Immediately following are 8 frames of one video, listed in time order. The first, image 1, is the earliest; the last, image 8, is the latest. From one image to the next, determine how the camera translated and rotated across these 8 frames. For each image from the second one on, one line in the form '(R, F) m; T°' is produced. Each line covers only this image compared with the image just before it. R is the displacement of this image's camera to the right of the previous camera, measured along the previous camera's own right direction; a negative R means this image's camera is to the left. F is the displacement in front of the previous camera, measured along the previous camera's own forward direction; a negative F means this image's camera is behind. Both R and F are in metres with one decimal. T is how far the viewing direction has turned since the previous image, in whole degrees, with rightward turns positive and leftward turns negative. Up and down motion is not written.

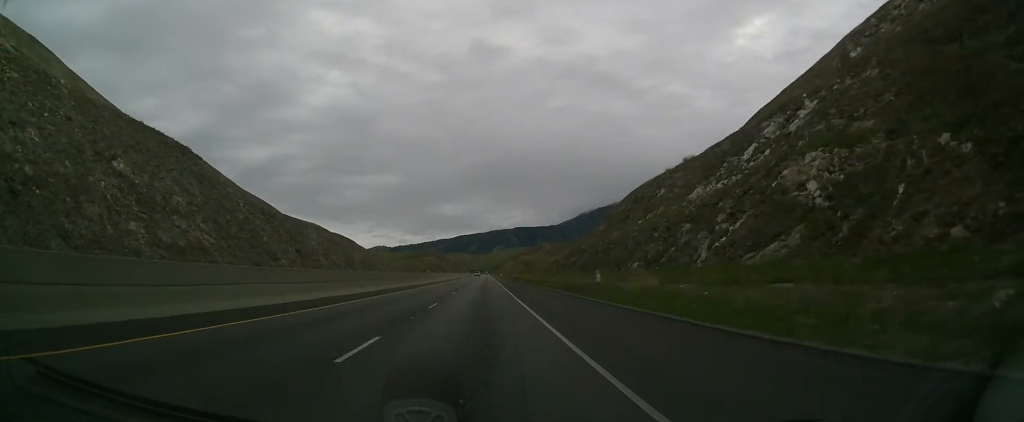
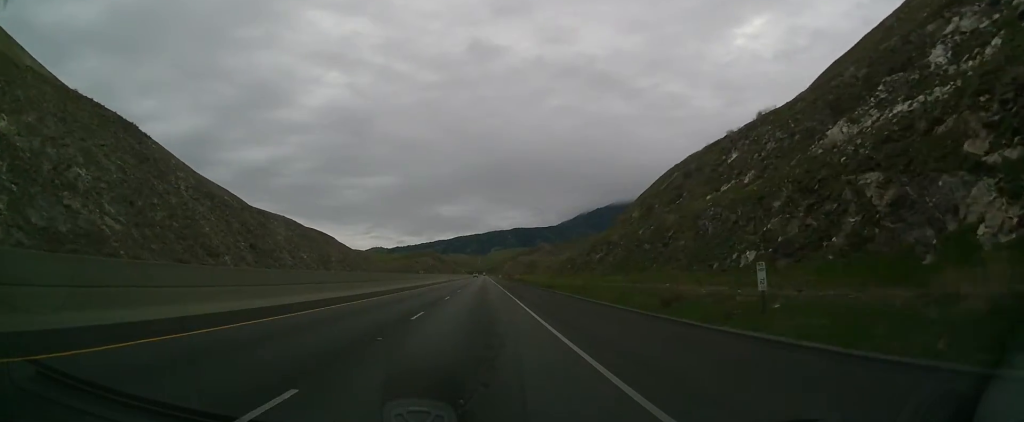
(+0.1, +23.2) m; 0°
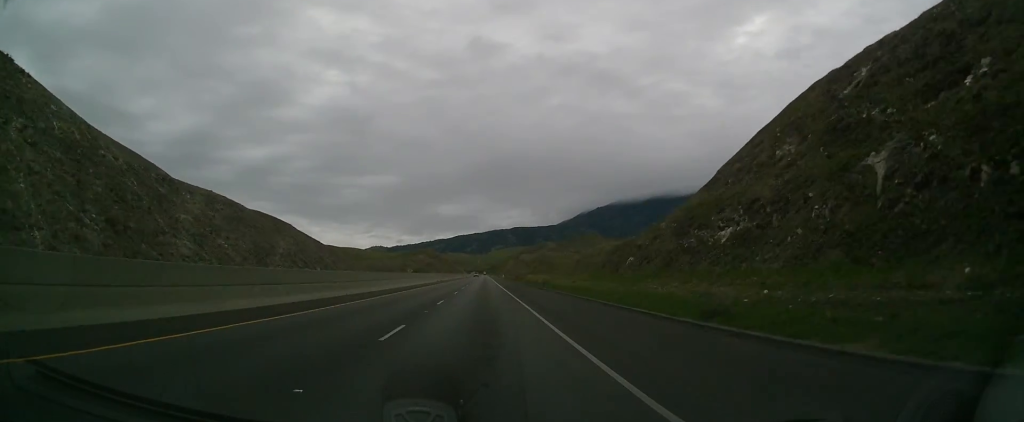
(0.0, +37.5) m; 0°
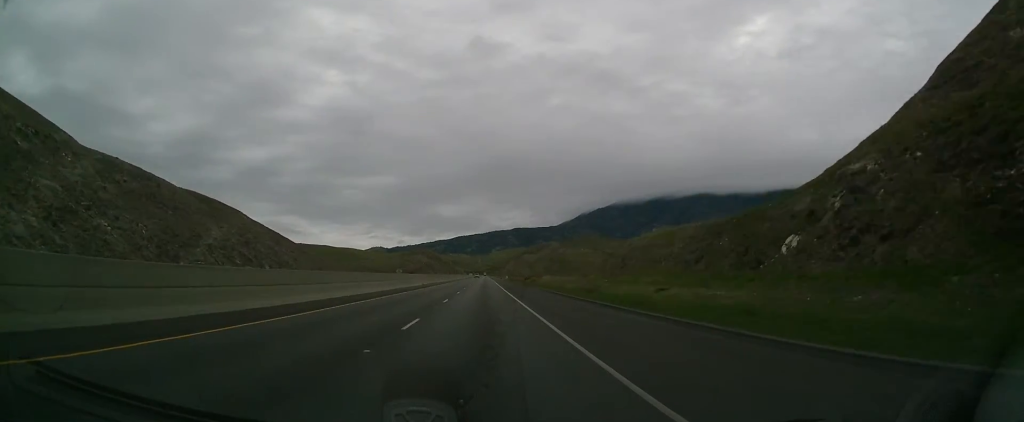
(-0.1, +26.8) m; 0°
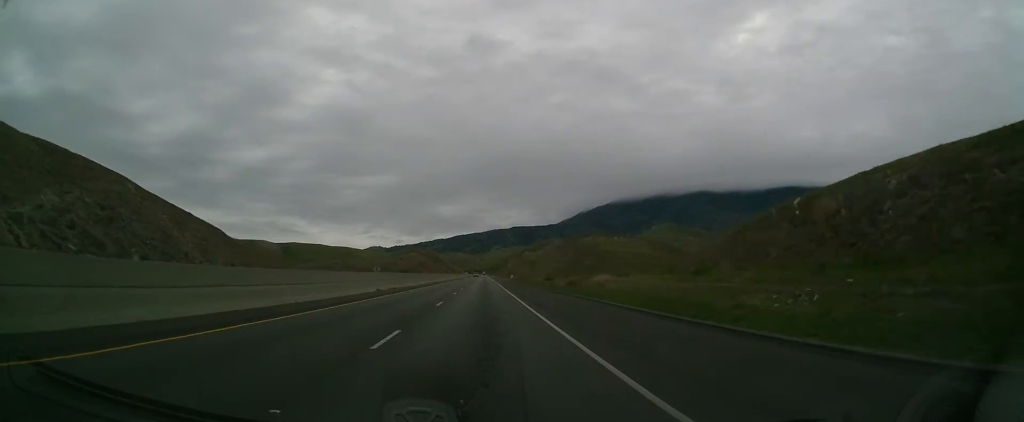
(+0.1, +36.4) m; 0°
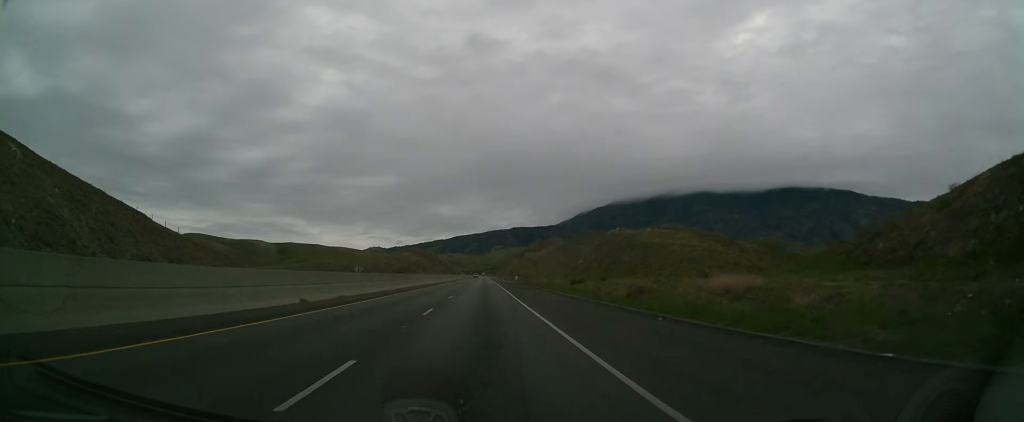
(+0.1, +21.0) m; 0°
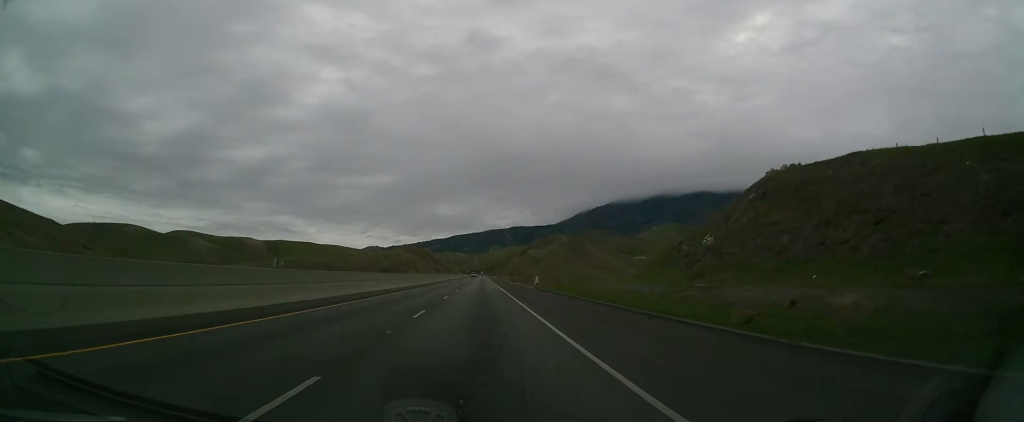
(-0.3, +44.4) m; -1°
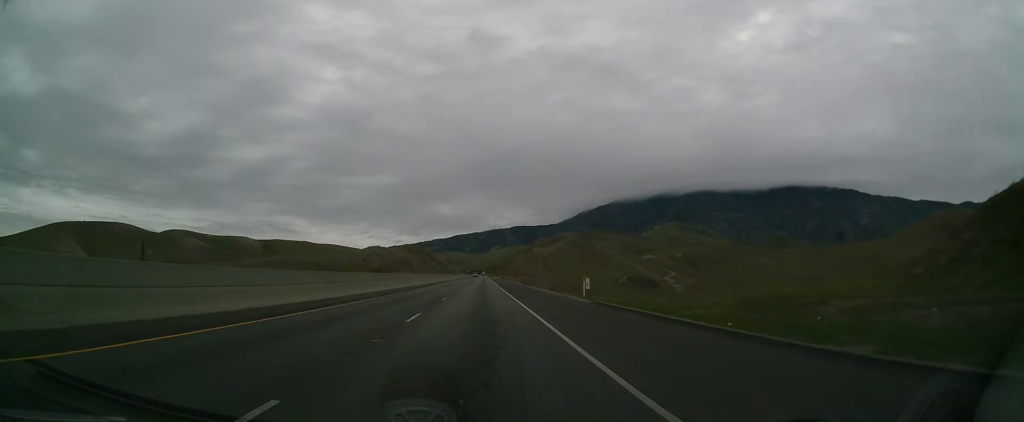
(0.0, +28.9) m; 0°
